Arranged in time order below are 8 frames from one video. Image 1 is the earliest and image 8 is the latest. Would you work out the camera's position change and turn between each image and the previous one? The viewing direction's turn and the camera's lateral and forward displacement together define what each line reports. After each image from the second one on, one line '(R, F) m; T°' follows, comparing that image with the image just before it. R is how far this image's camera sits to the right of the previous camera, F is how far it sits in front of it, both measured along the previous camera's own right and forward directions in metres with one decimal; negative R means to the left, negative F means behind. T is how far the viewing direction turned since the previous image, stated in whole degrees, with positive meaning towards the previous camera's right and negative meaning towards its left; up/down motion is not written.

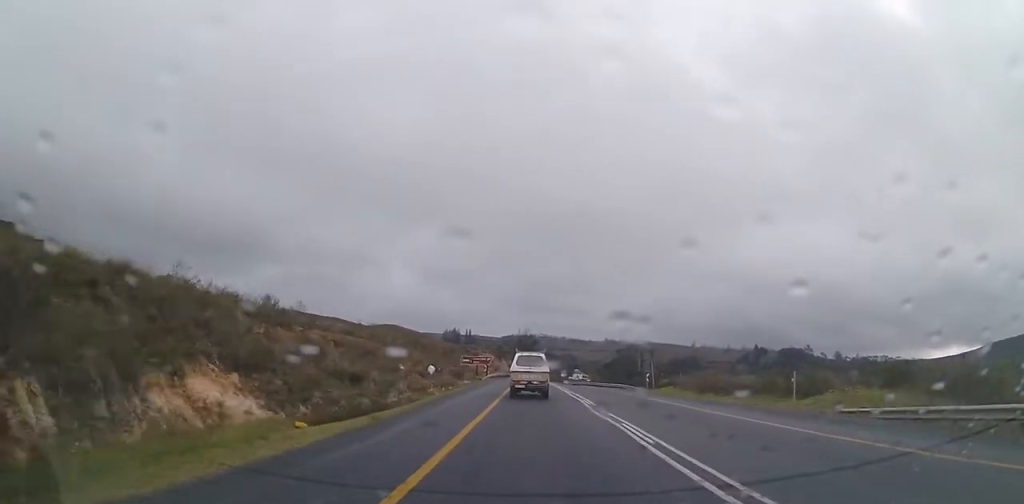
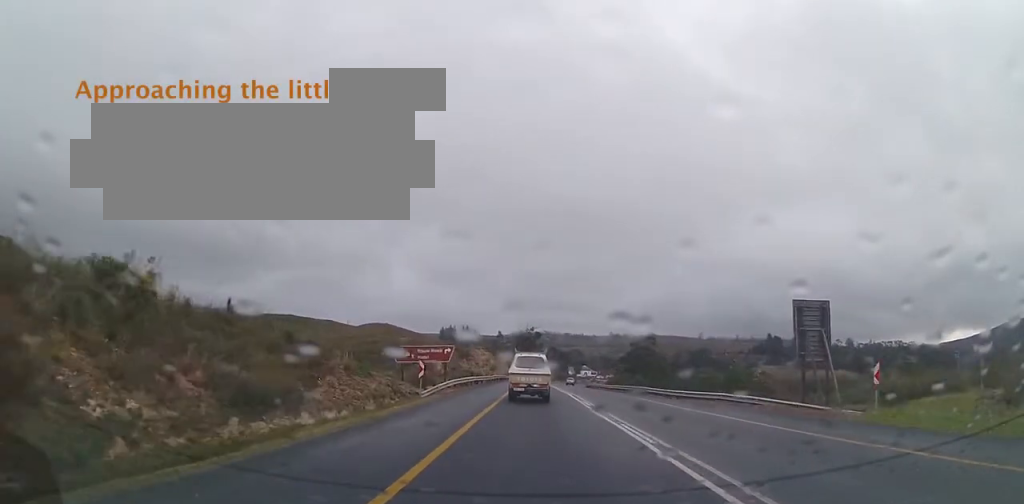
(0.0, +35.4) m; -1°
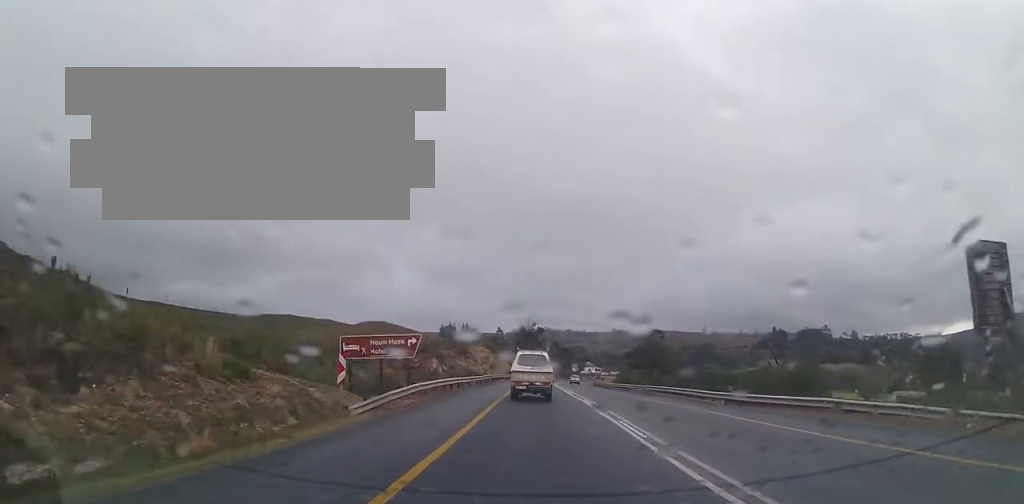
(-0.3, +10.6) m; 0°
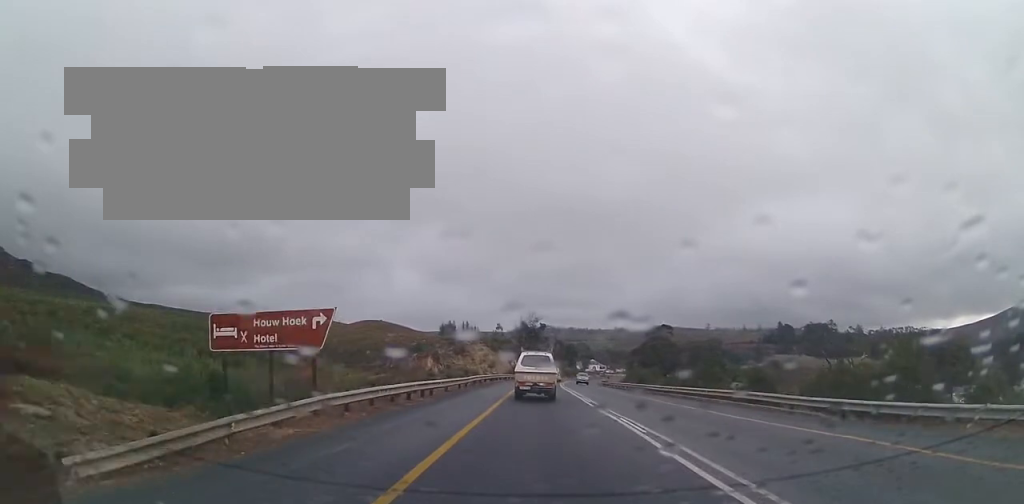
(-0.1, +11.0) m; 0°
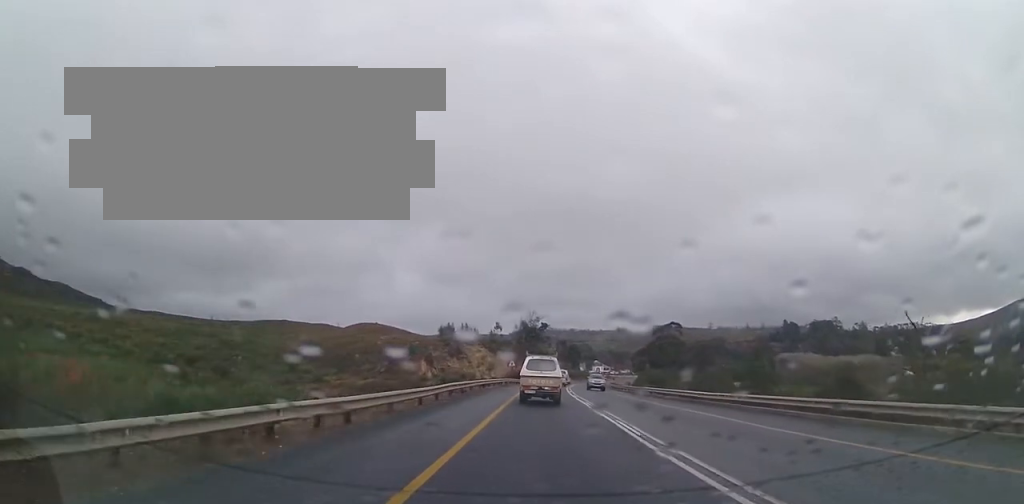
(+0.3, +10.9) m; +1°
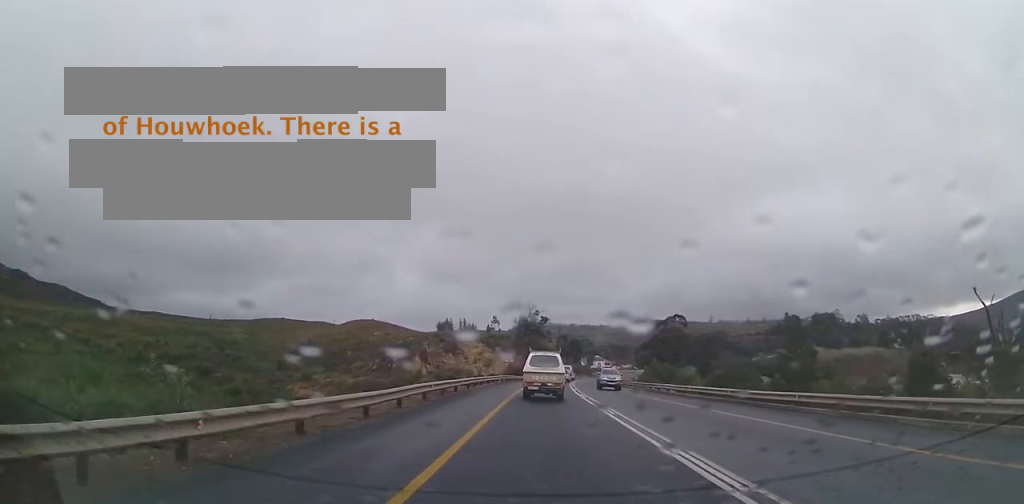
(0.0, +6.6) m; 0°
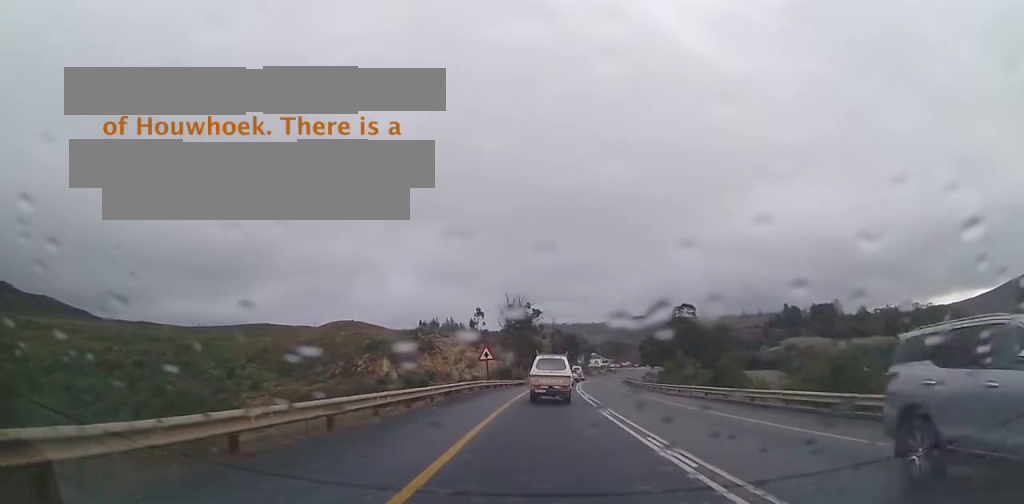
(0.0, +20.8) m; +1°
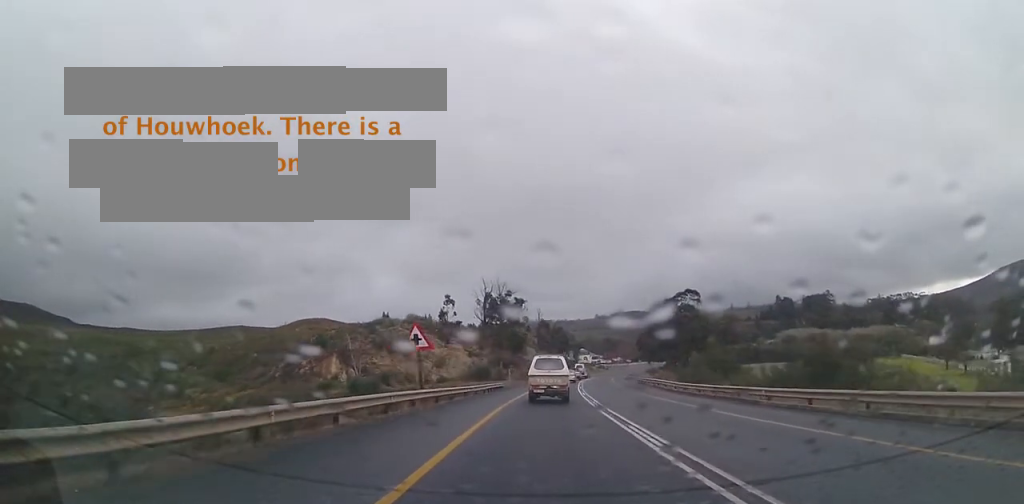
(+0.5, +20.0) m; +3°
